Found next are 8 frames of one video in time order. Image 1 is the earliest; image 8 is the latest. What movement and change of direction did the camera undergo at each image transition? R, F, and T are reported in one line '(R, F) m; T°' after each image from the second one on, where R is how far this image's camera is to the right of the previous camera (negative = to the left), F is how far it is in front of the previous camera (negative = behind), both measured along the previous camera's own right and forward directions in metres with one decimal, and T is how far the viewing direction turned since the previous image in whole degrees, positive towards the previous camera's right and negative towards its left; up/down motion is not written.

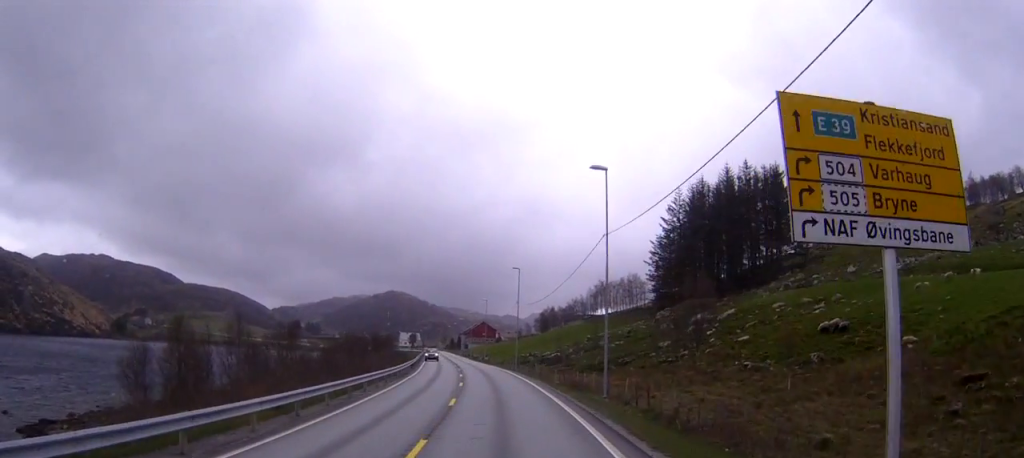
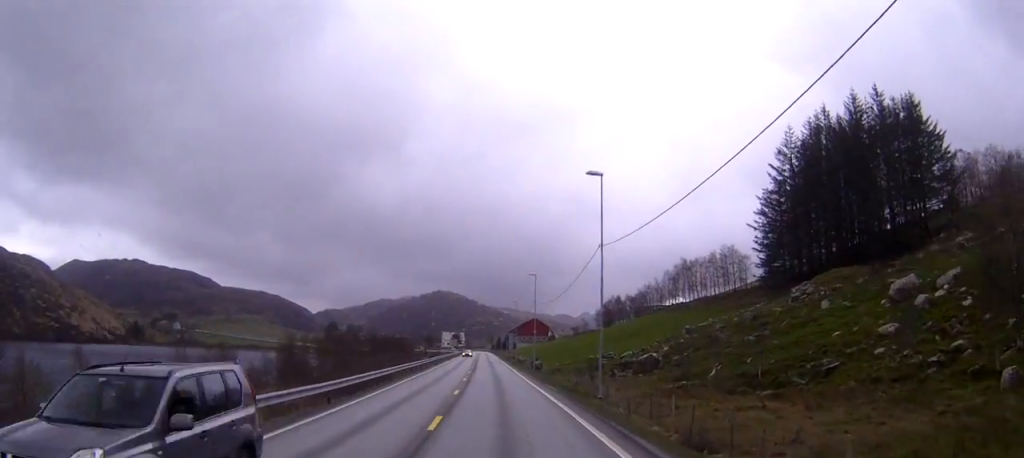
(-1.6, +43.3) m; -4°
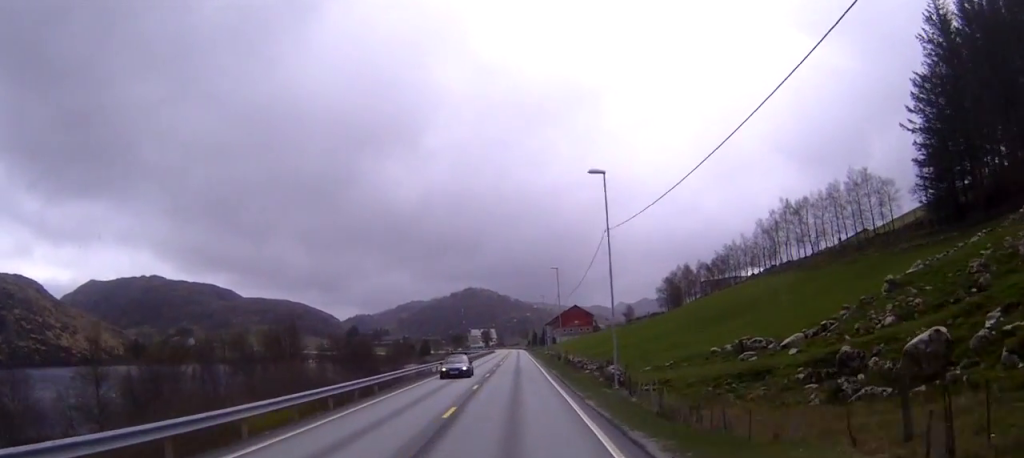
(-1.0, +44.7) m; -2°
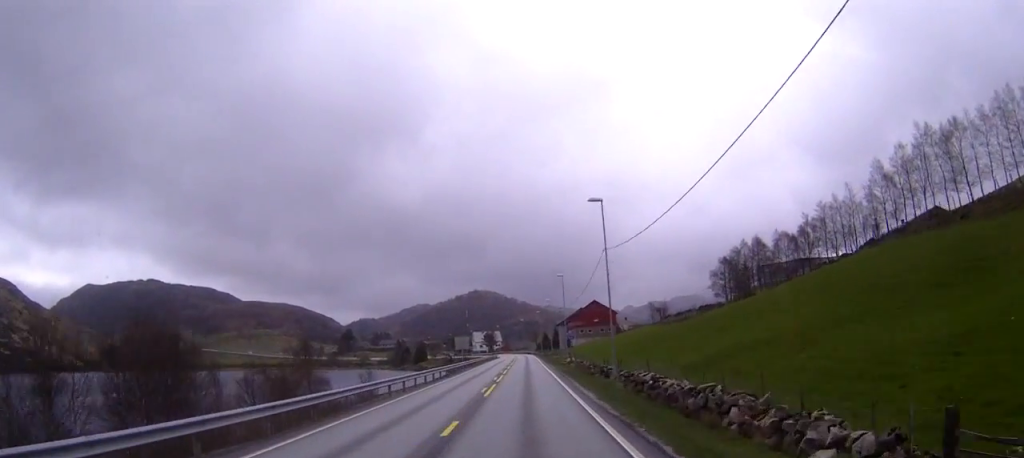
(+0.4, +39.5) m; 0°
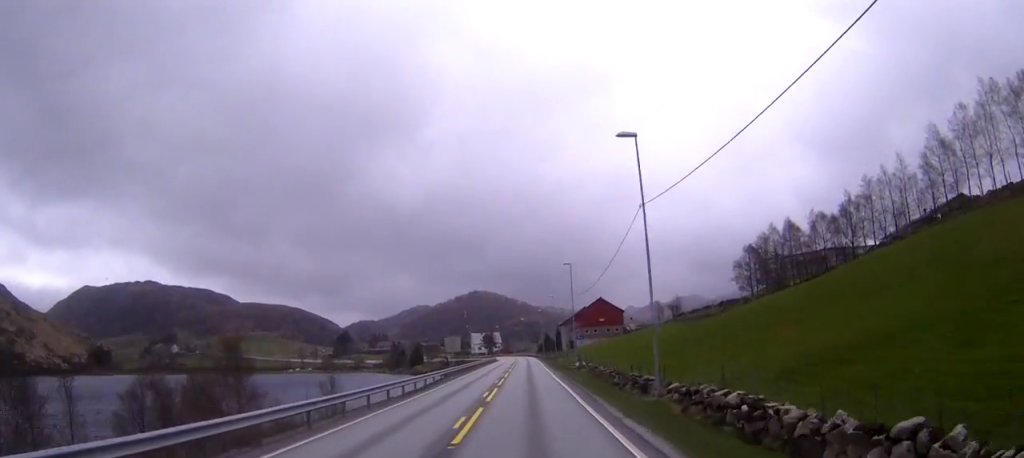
(0.0, +12.9) m; 0°
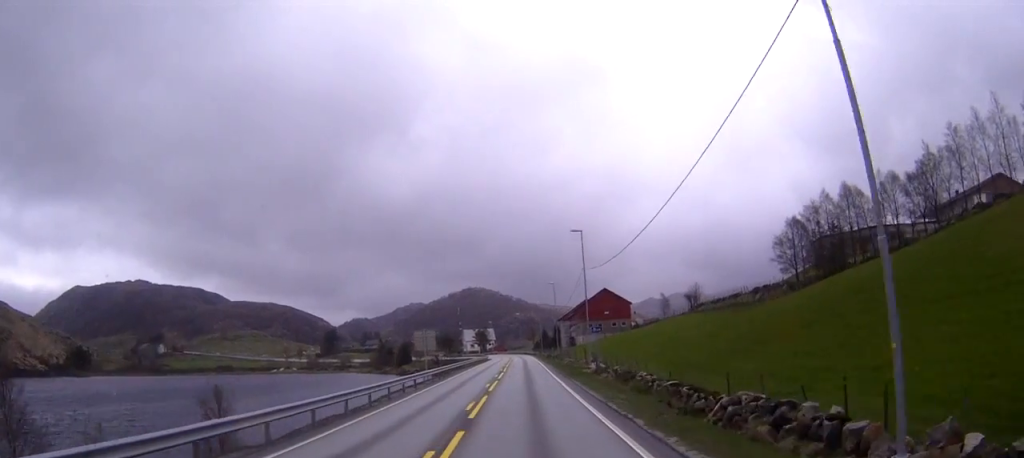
(0.0, +19.3) m; 0°
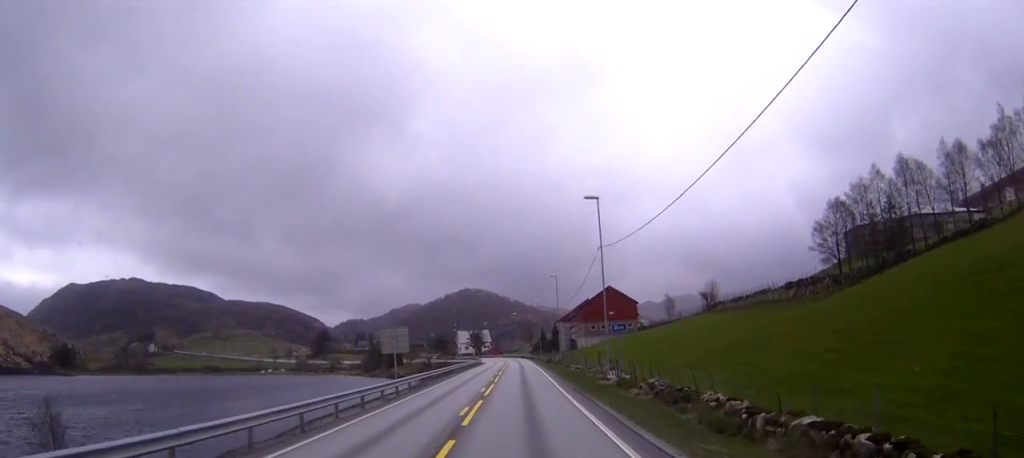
(-0.1, +12.7) m; 0°
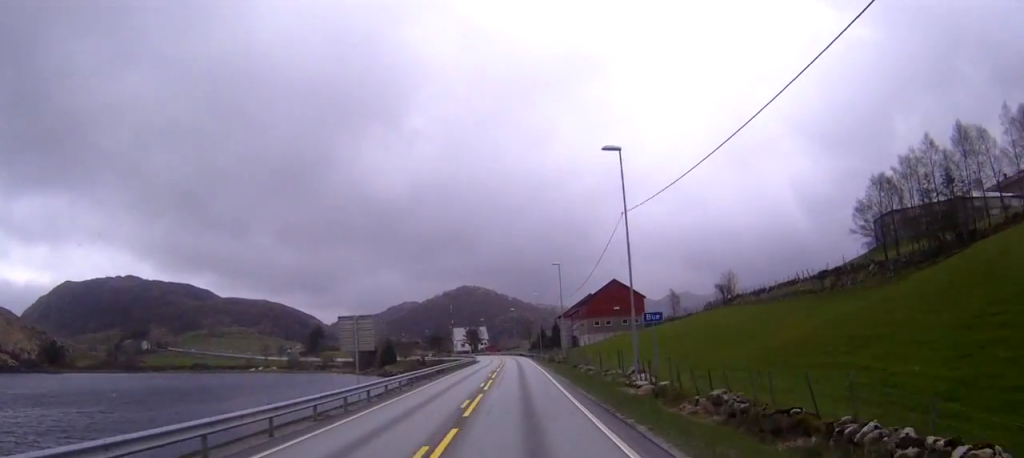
(0.0, +10.3) m; 0°
